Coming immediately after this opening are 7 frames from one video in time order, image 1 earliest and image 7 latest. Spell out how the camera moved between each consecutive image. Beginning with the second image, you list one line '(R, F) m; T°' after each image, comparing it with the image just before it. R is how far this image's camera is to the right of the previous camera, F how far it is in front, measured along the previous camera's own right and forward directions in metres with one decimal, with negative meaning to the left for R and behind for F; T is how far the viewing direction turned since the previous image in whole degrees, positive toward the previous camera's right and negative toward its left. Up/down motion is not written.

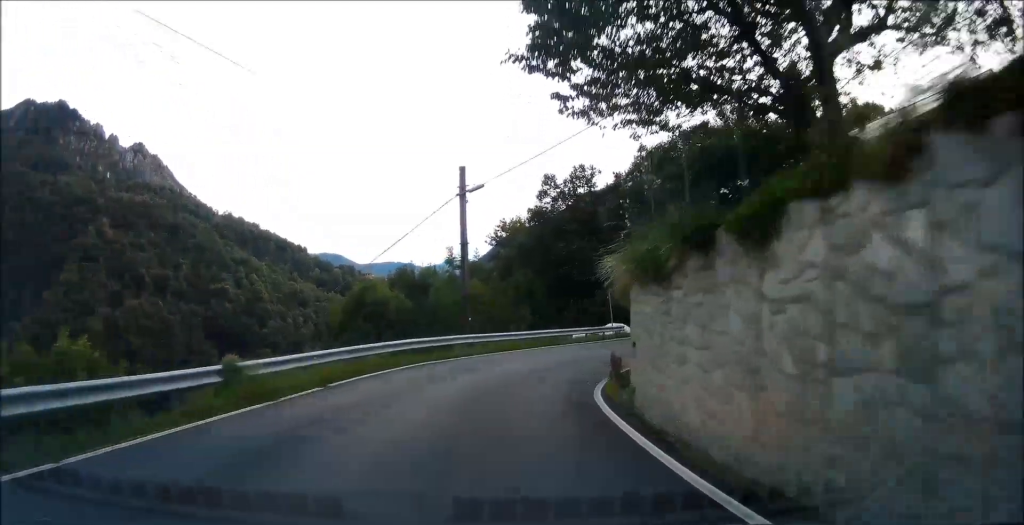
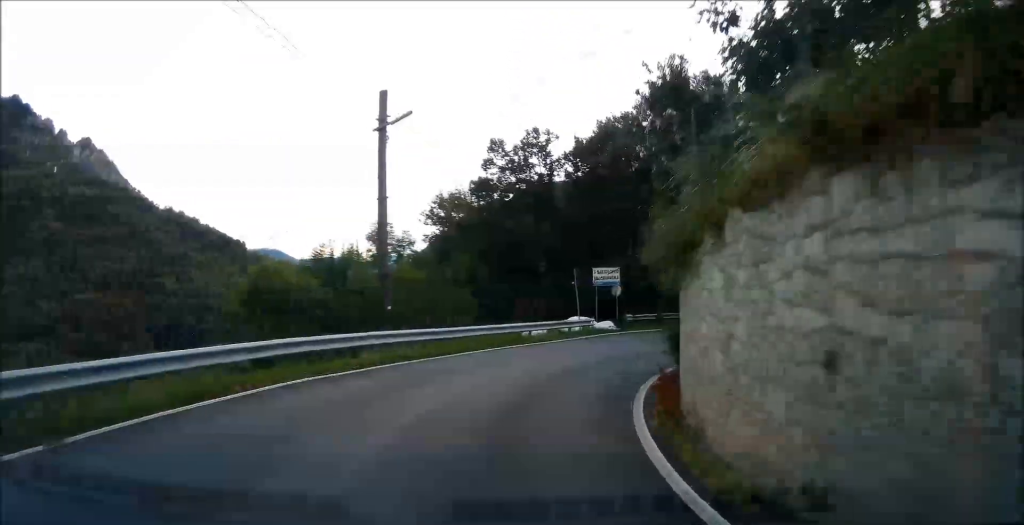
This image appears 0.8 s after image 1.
(+0.5, +8.0) m; +8°
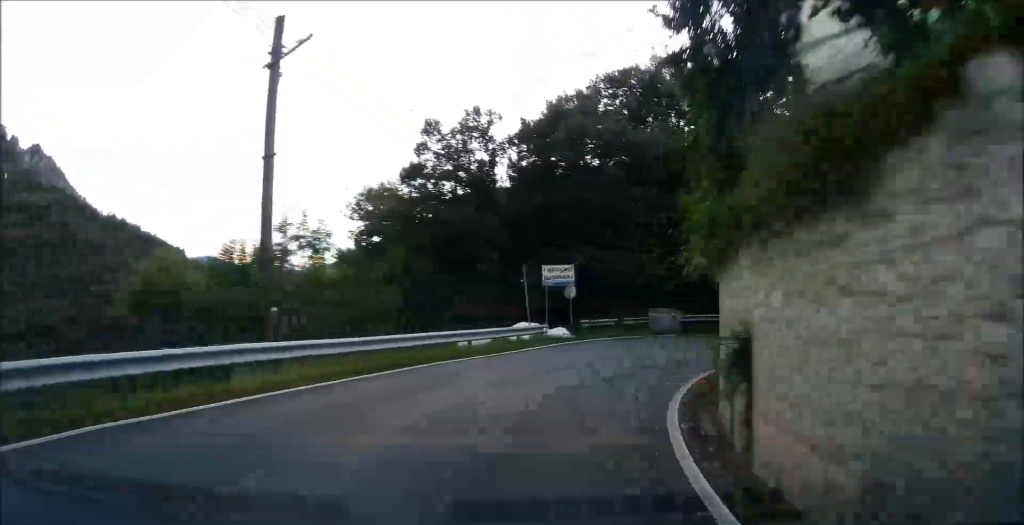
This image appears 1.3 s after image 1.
(+0.3, +5.3) m; +6°
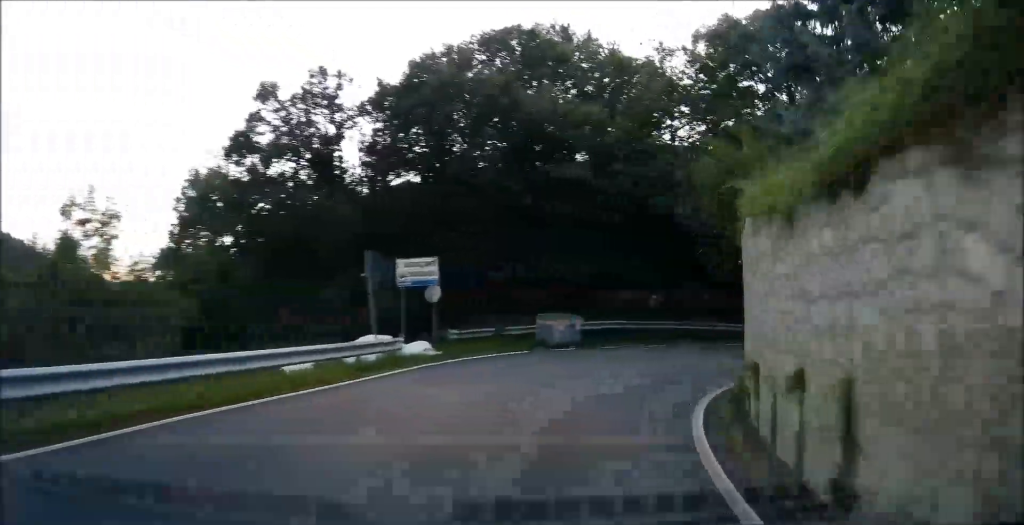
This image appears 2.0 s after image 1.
(+0.5, +7.7) m; +11°
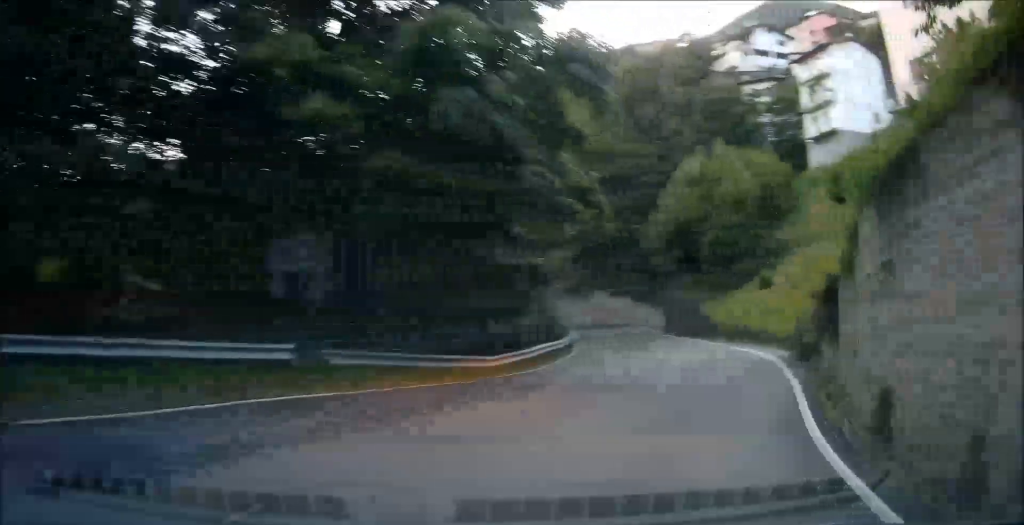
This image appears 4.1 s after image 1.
(+3.6, +19.3) m; +25°
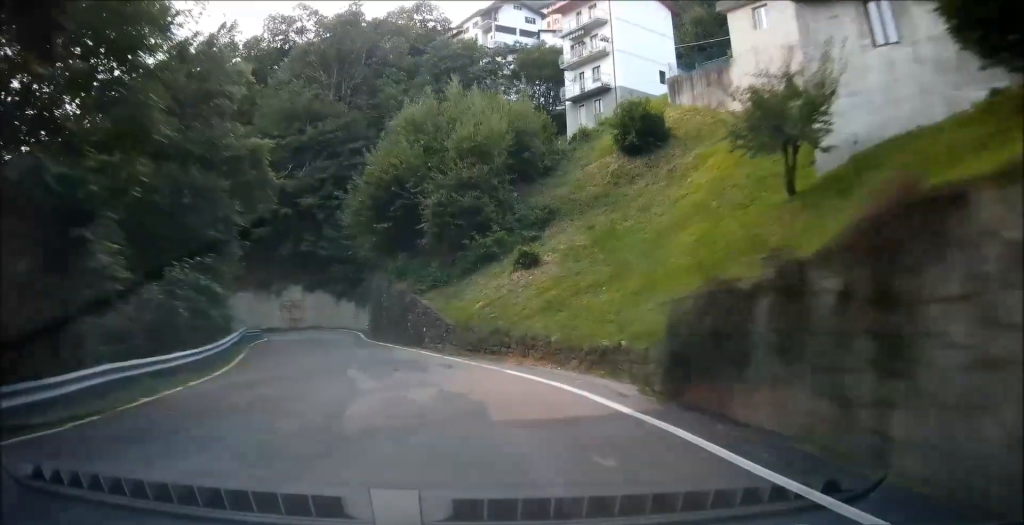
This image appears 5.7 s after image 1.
(+3.4, +12.4) m; +20°
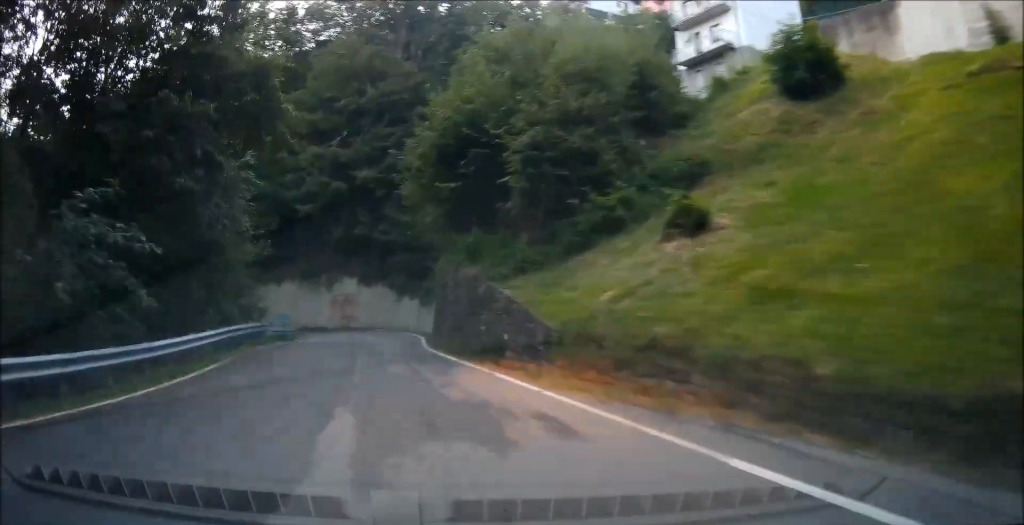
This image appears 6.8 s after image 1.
(+0.1, +9.6) m; +4°
